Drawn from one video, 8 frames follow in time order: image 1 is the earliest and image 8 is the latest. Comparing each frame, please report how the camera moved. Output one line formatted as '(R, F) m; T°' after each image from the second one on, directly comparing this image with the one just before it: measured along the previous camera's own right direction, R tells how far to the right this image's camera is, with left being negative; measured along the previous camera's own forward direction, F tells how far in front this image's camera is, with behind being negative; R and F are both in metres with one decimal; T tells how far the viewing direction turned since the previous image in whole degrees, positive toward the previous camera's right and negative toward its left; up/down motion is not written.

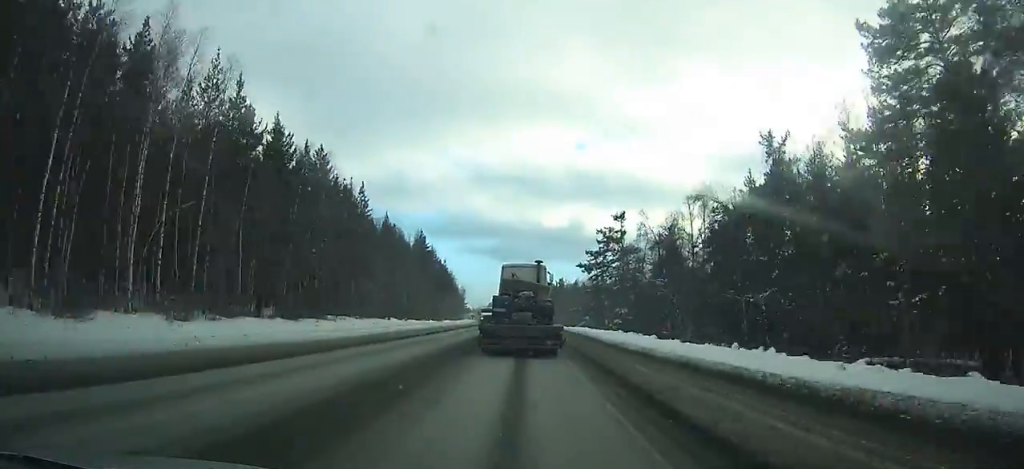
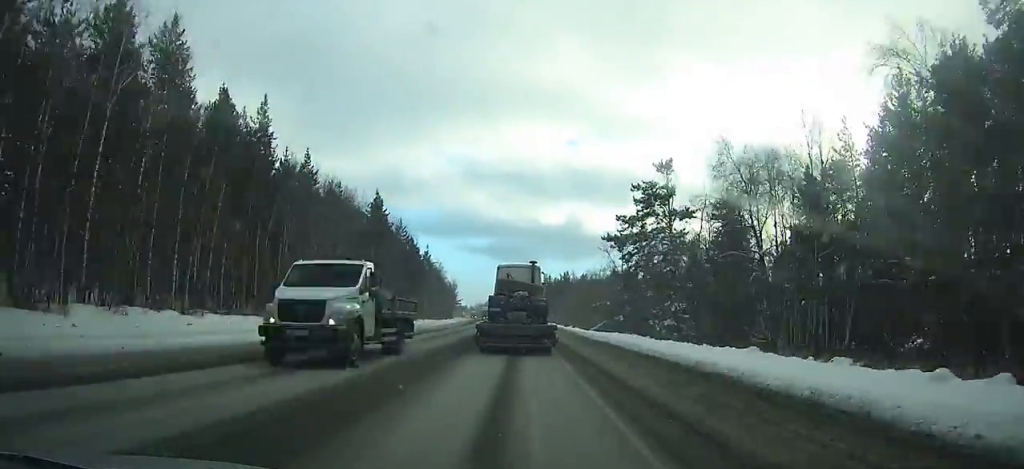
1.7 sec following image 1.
(0.0, +30.4) m; -1°
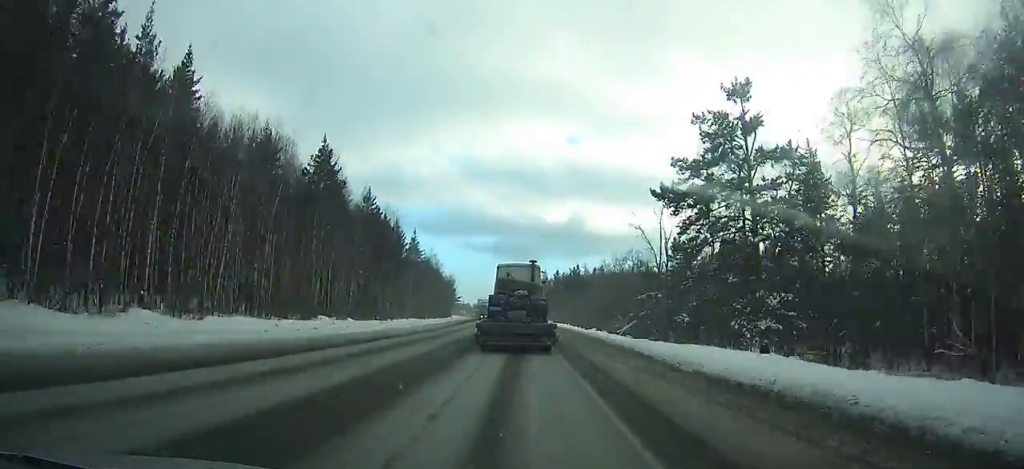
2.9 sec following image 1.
(0.0, +21.6) m; -1°
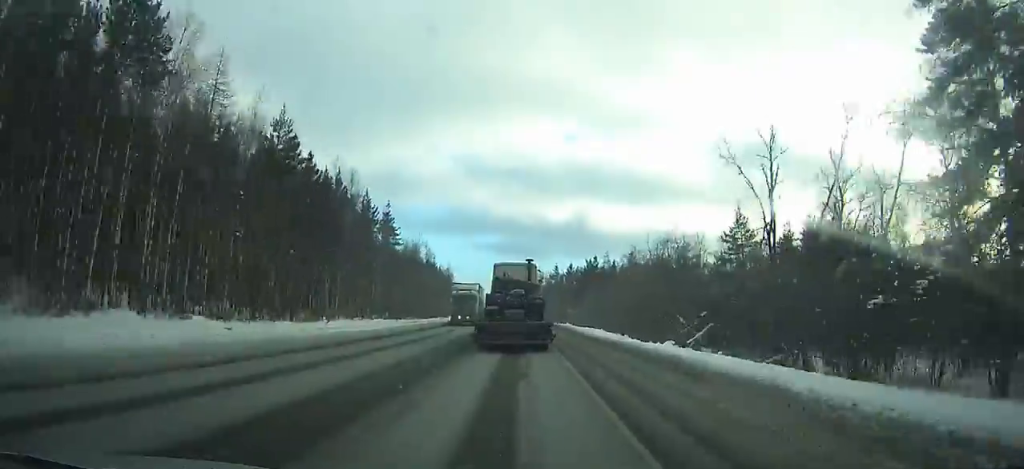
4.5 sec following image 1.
(-0.2, +28.8) m; -1°
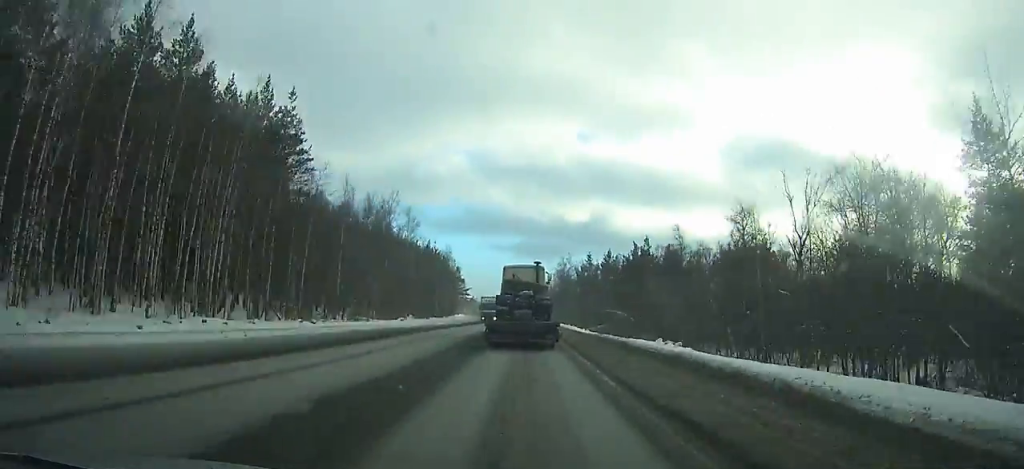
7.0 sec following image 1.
(-0.7, +45.2) m; -2°
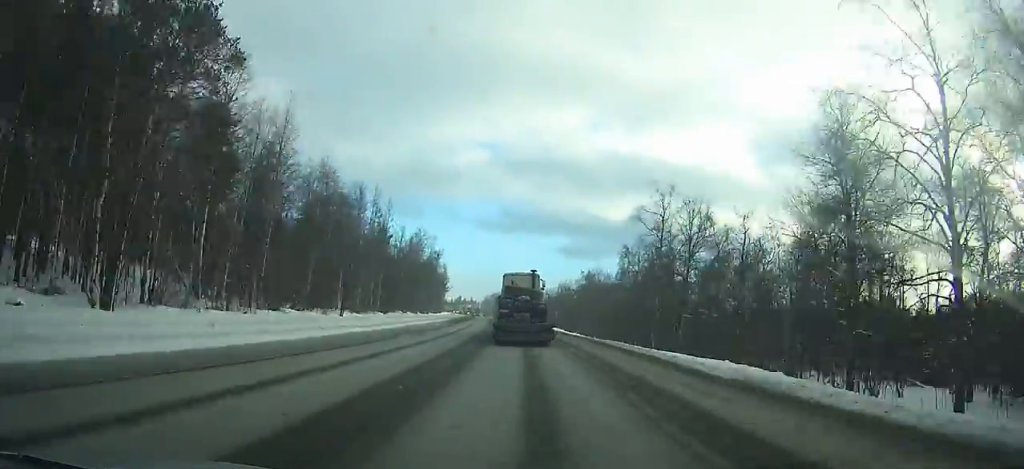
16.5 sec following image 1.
(-8.4, +179.0) m; -6°
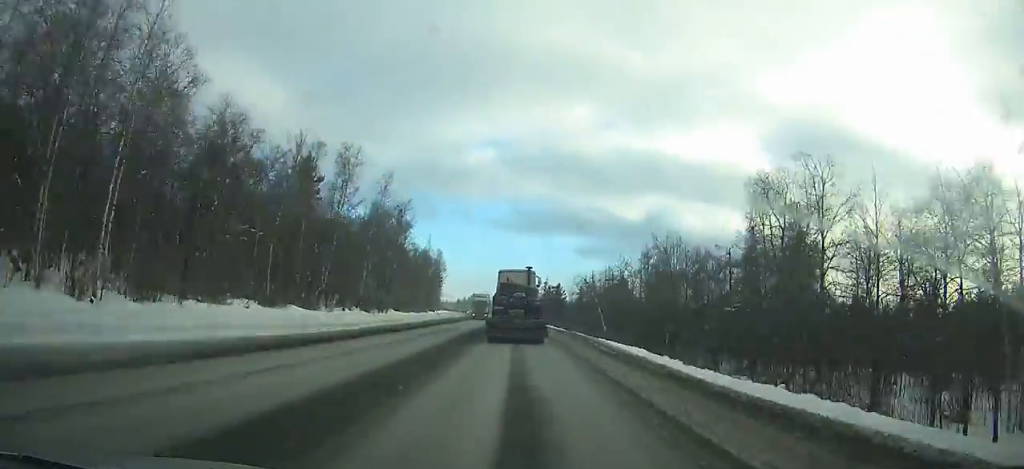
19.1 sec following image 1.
(-0.9, +50.7) m; -2°
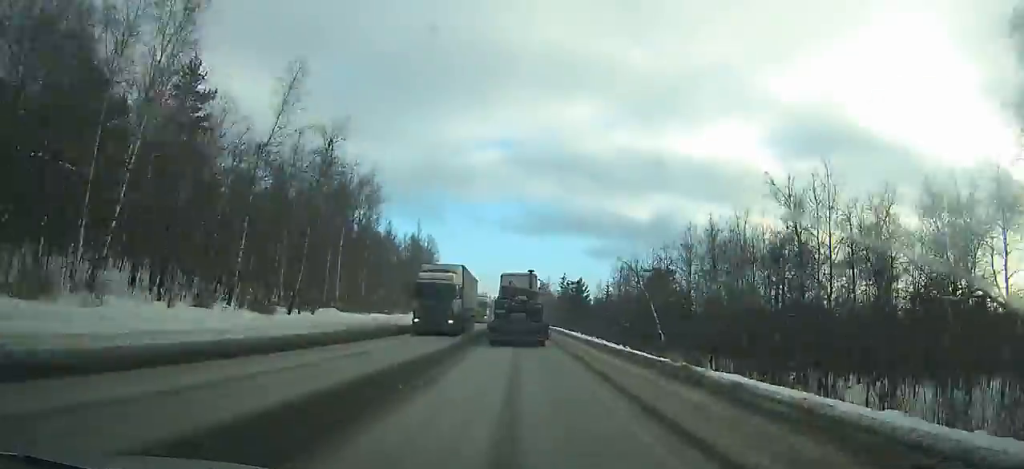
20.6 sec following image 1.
(-0.4, +29.5) m; -1°
